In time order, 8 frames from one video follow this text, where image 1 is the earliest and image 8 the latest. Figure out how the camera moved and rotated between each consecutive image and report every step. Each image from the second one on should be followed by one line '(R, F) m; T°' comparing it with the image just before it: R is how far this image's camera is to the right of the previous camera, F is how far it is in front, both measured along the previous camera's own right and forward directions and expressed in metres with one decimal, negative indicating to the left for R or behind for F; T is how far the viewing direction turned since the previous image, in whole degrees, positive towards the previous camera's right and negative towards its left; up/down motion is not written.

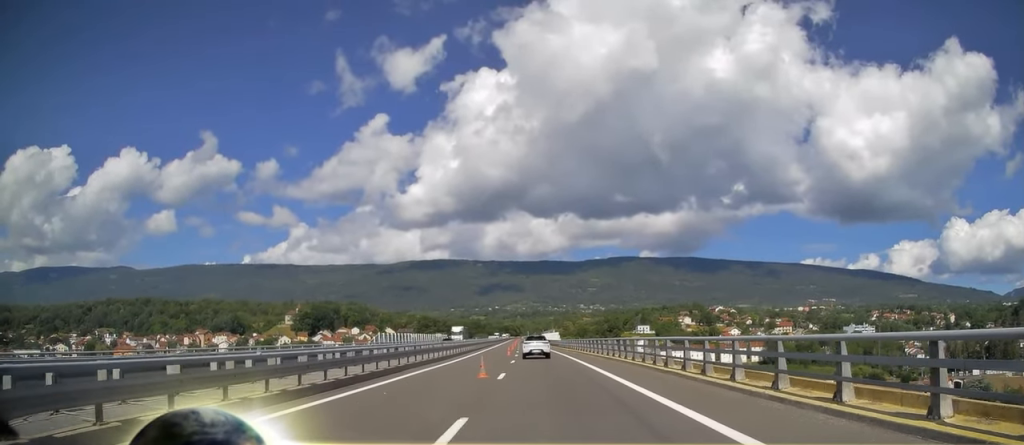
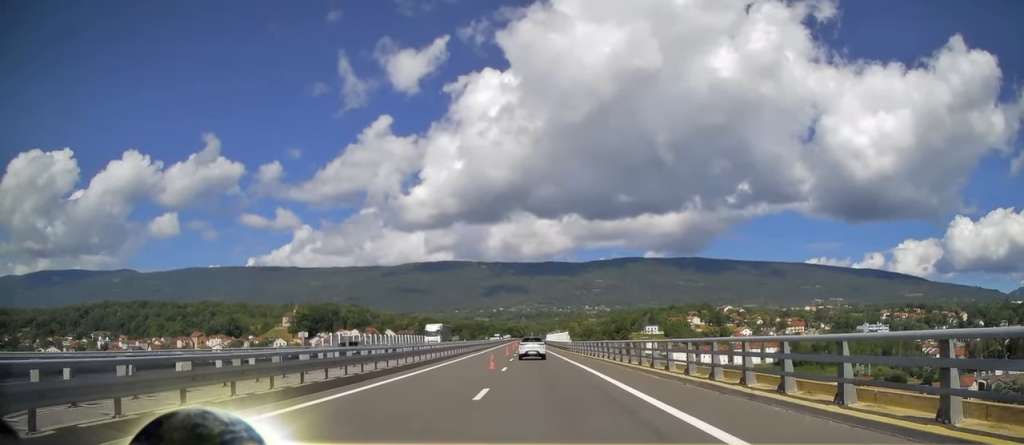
(0.0, +19.3) m; 0°
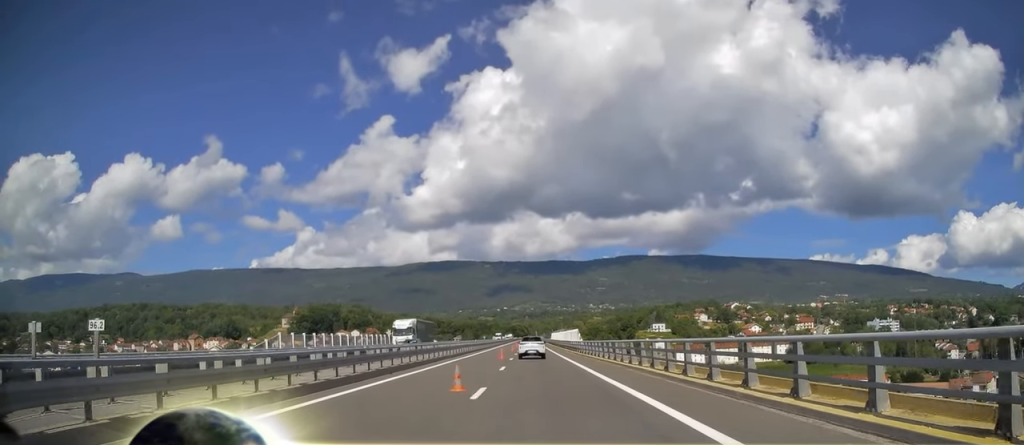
(0.0, +12.6) m; 0°
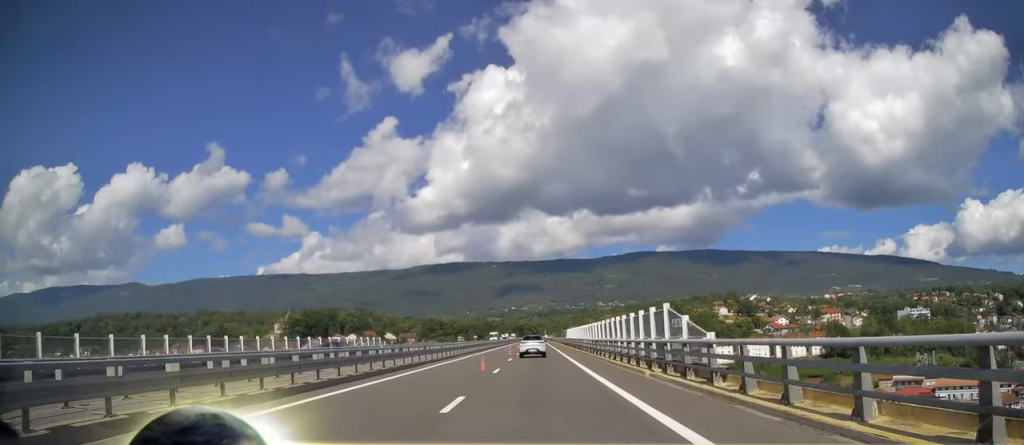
(0.0, +40.5) m; -2°
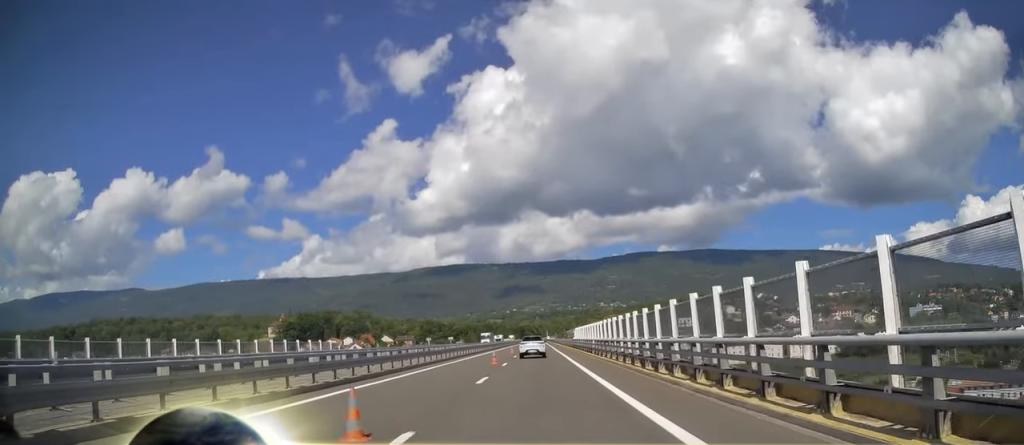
(-0.5, +18.1) m; -3°
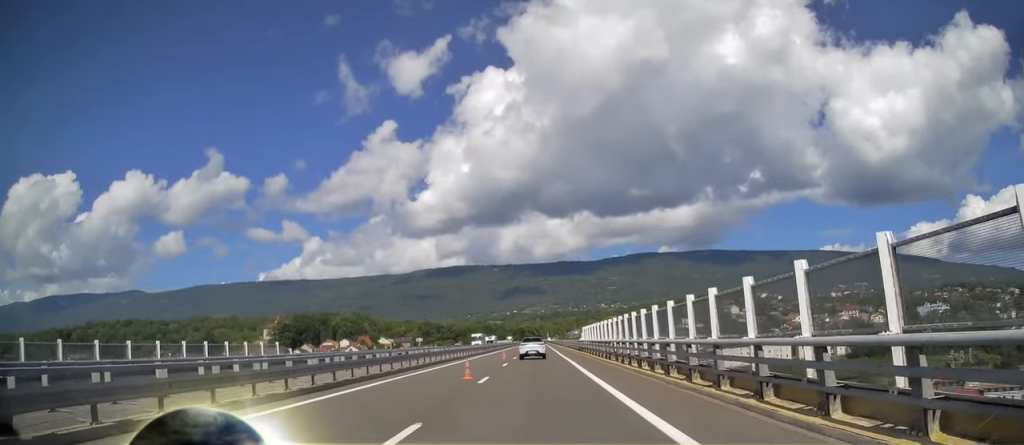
(-0.2, +11.9) m; -2°
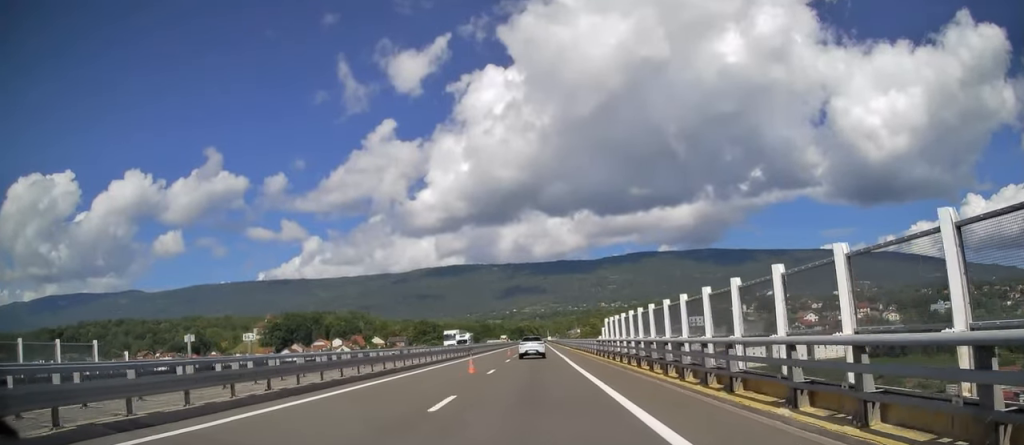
(-0.4, +20.8) m; 0°
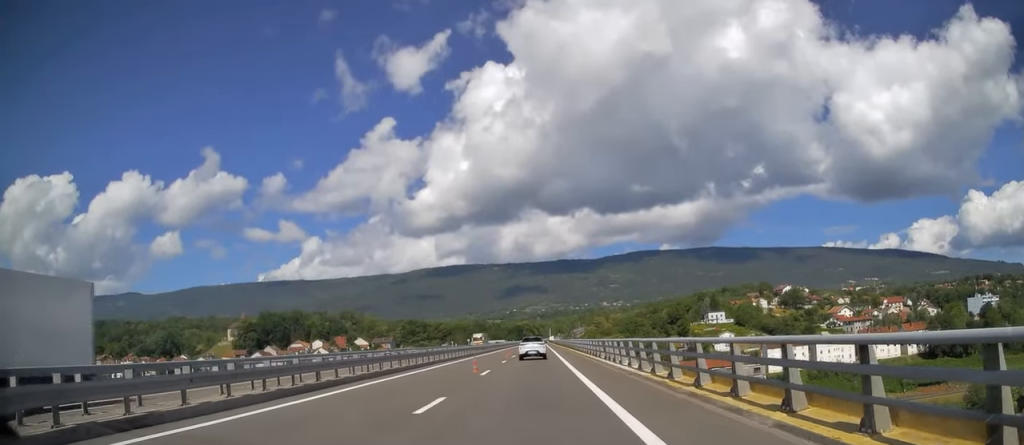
(+0.8, +51.6) m; +1°
